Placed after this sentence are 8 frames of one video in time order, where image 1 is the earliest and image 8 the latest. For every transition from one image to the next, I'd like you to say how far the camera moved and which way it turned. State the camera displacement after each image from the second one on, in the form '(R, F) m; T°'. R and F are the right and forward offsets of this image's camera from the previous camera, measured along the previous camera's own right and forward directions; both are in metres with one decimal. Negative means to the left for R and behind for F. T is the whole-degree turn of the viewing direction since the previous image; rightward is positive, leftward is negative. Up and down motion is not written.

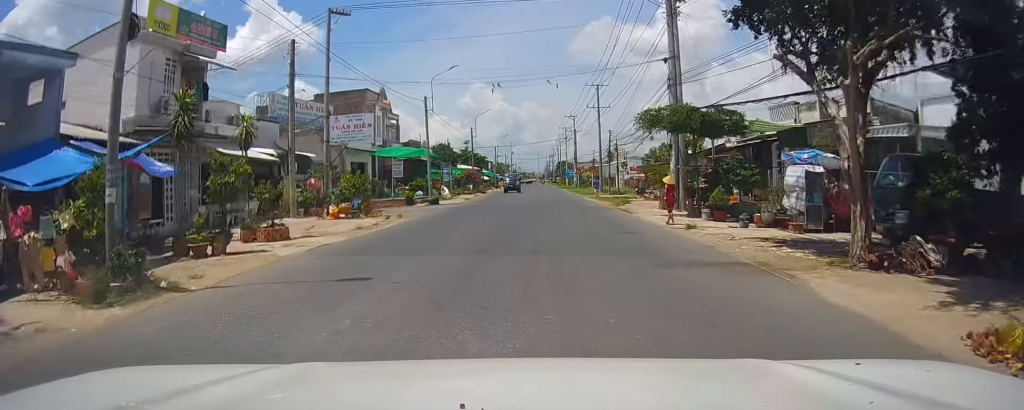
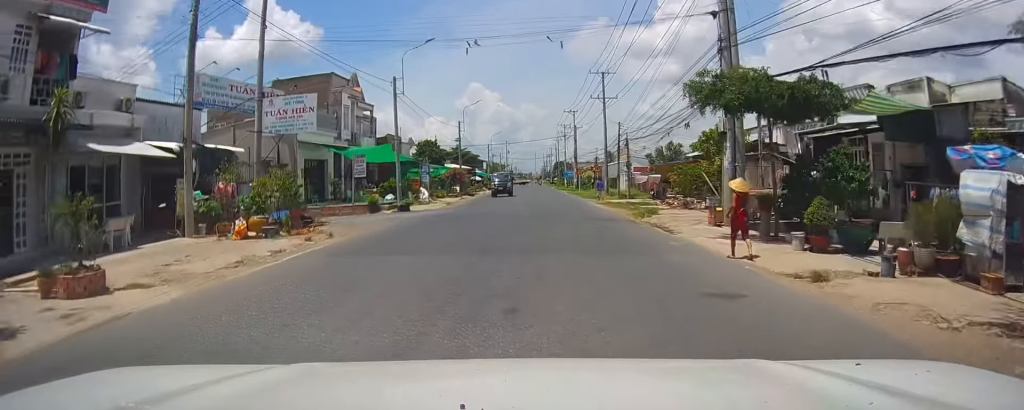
(+0.1, +8.2) m; -1°
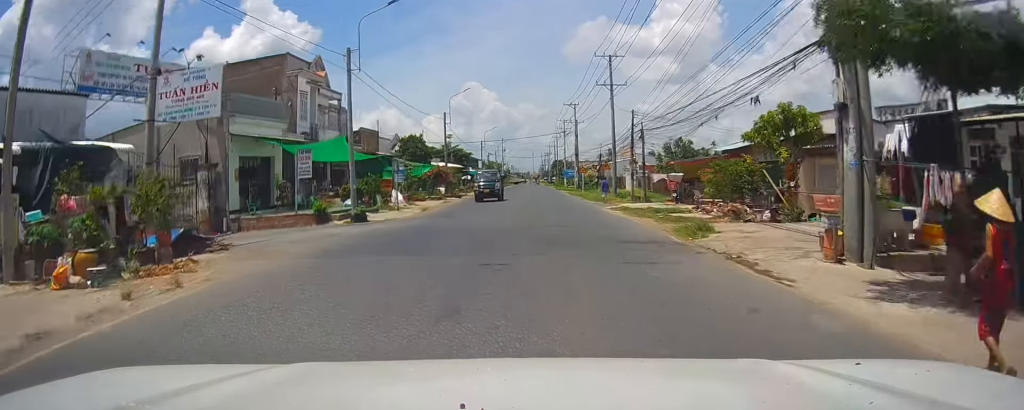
(-0.3, +8.5) m; -2°
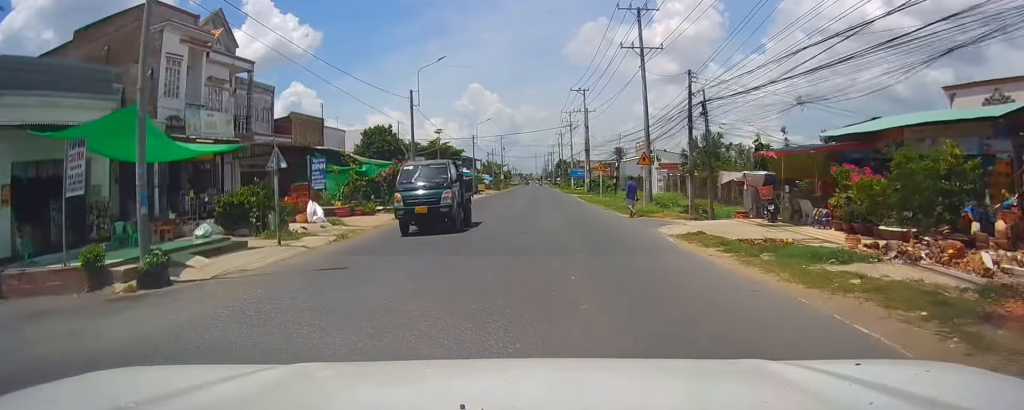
(-0.2, +15.3) m; 0°
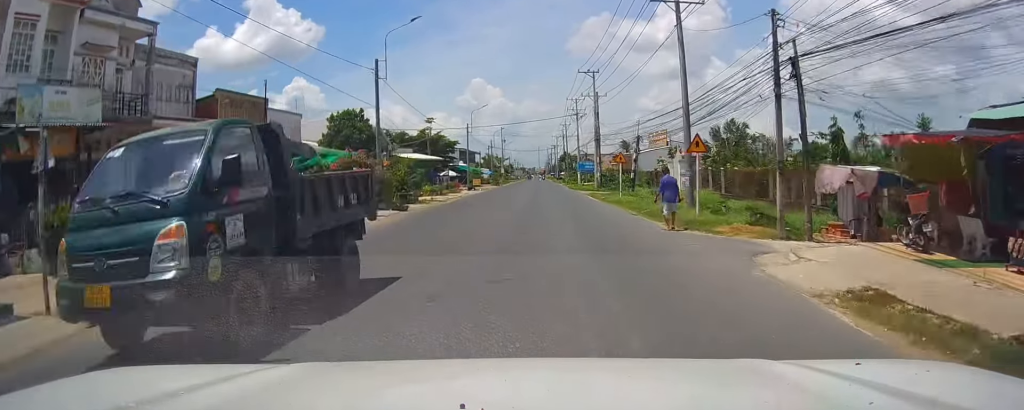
(+0.2, +9.4) m; +2°
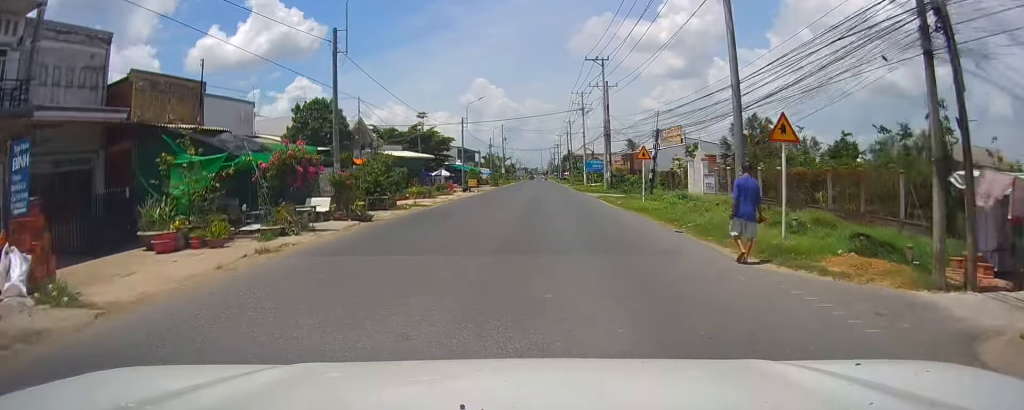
(+0.1, +6.9) m; +1°
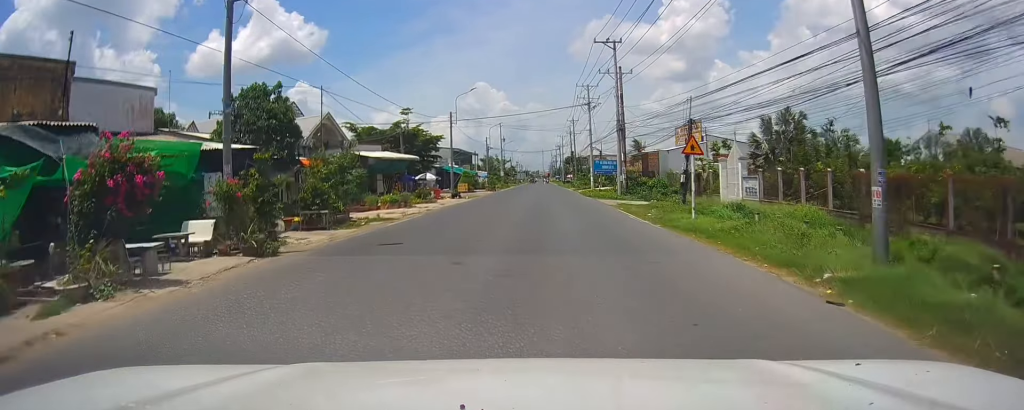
(+0.3, +8.9) m; 0°
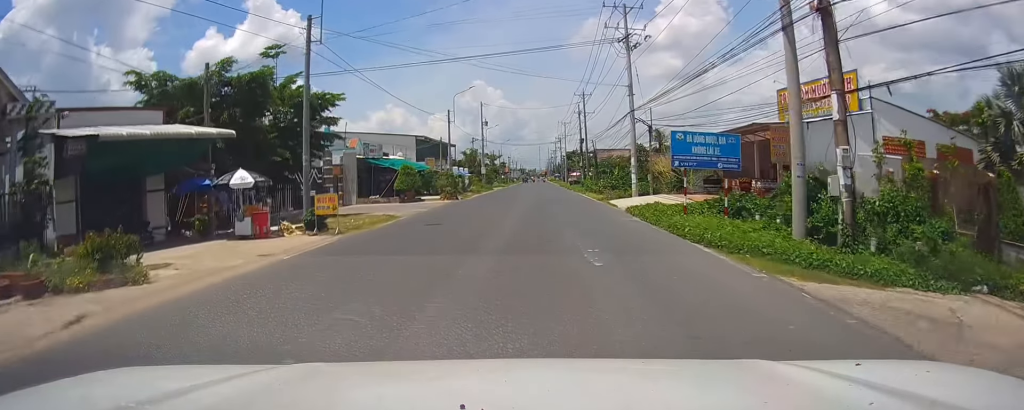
(-0.4, +34.0) m; -1°
